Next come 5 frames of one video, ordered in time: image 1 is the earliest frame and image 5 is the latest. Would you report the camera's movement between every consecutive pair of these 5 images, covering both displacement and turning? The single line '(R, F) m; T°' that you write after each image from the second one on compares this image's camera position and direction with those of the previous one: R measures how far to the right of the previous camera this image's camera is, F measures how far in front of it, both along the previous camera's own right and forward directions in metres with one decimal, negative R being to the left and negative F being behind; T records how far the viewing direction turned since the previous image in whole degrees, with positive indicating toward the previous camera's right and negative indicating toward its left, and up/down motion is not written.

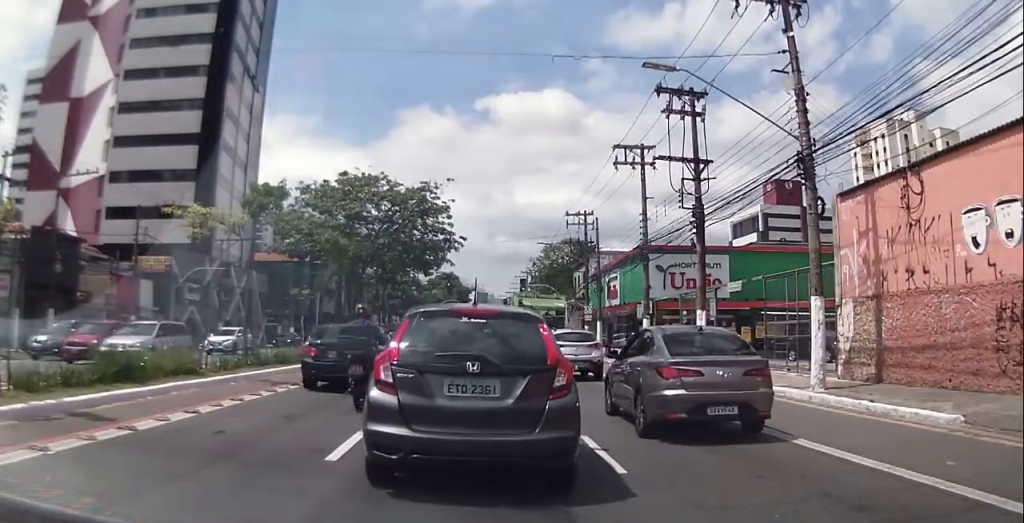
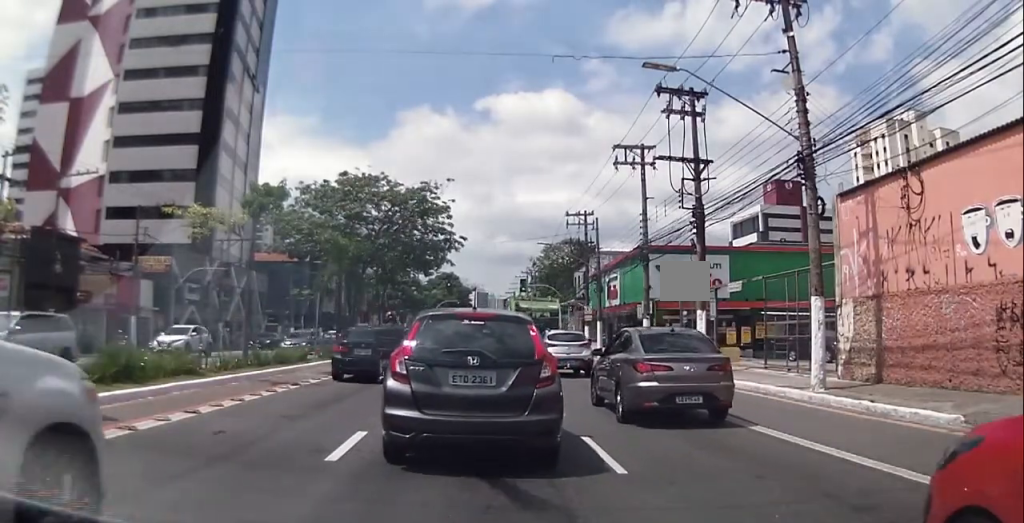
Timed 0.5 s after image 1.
(0.0, 0.0) m; 0°
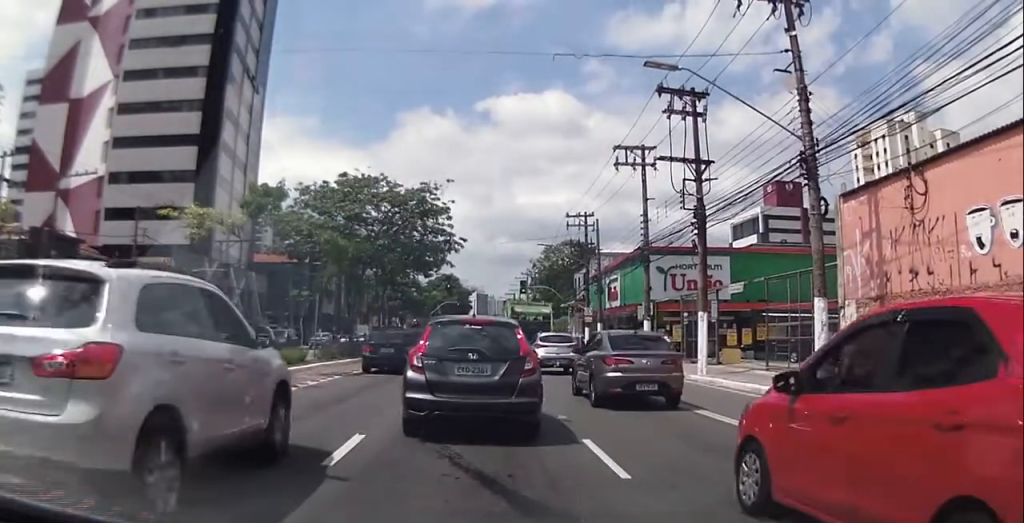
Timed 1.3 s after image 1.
(0.0, 0.0) m; 0°
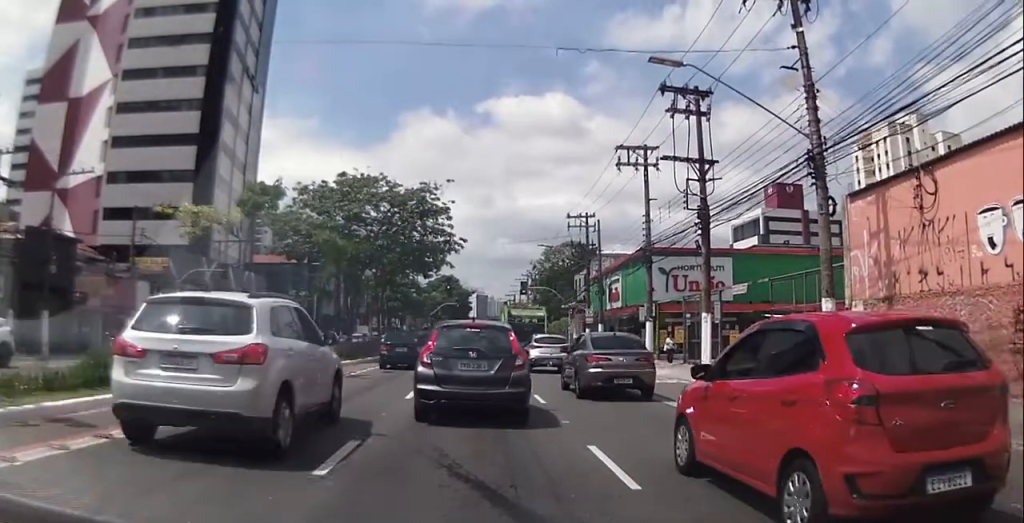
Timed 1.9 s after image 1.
(0.0, 0.0) m; 0°
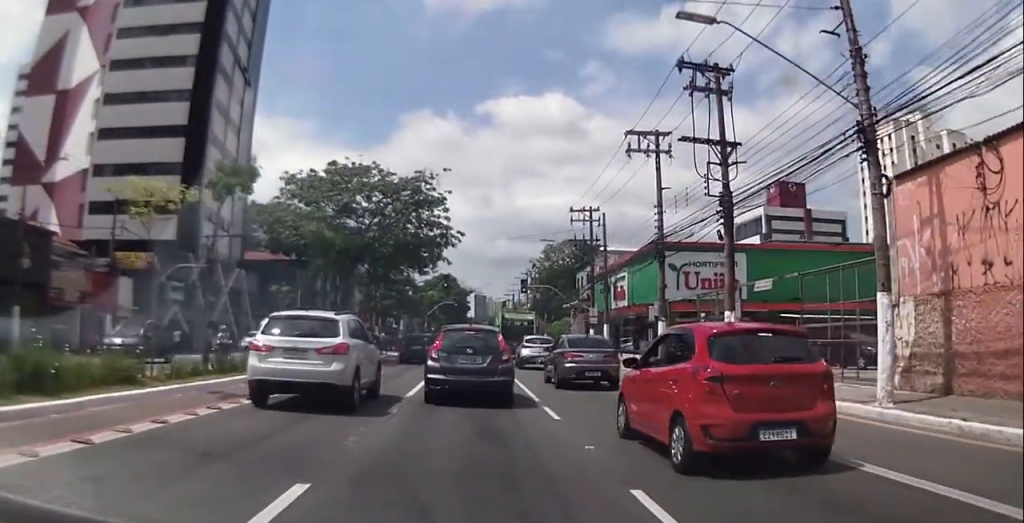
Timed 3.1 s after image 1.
(-0.2, +1.2) m; 0°
